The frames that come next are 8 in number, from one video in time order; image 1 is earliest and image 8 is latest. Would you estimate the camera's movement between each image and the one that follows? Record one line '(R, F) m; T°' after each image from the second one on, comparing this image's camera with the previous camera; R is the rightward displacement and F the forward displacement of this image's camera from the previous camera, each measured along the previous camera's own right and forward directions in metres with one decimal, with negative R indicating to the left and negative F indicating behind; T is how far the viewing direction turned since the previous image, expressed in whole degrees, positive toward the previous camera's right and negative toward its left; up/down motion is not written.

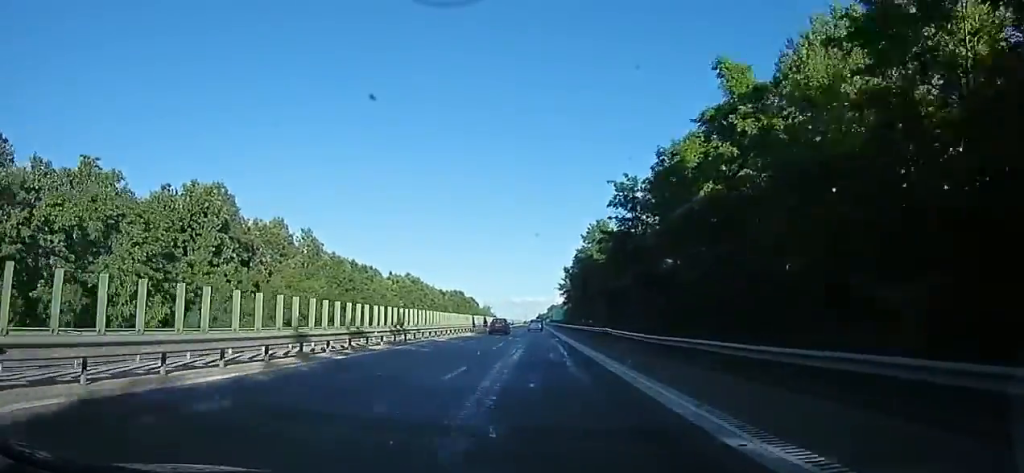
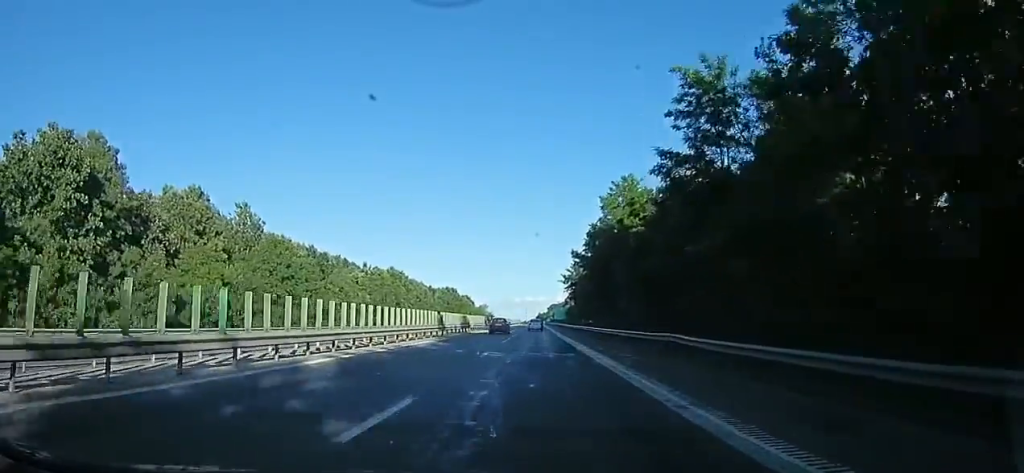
(+0.2, +17.2) m; -1°
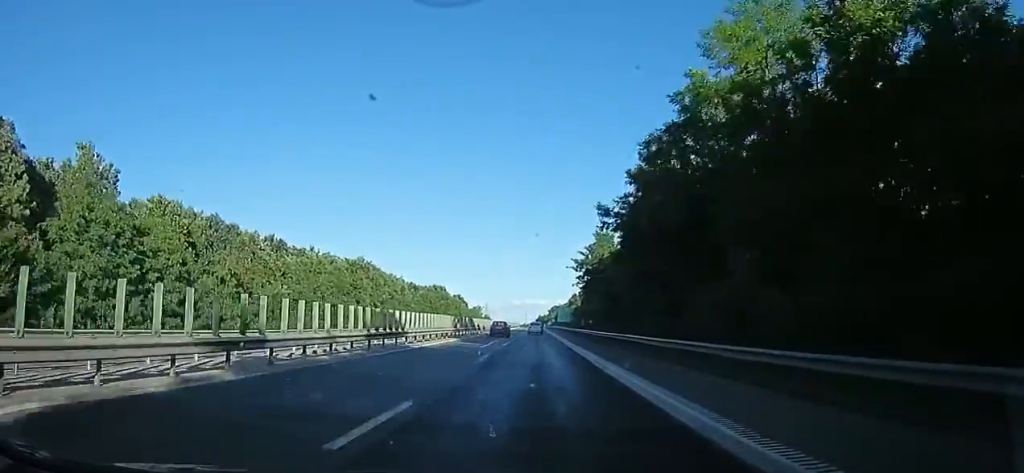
(-0.8, +24.0) m; -2°
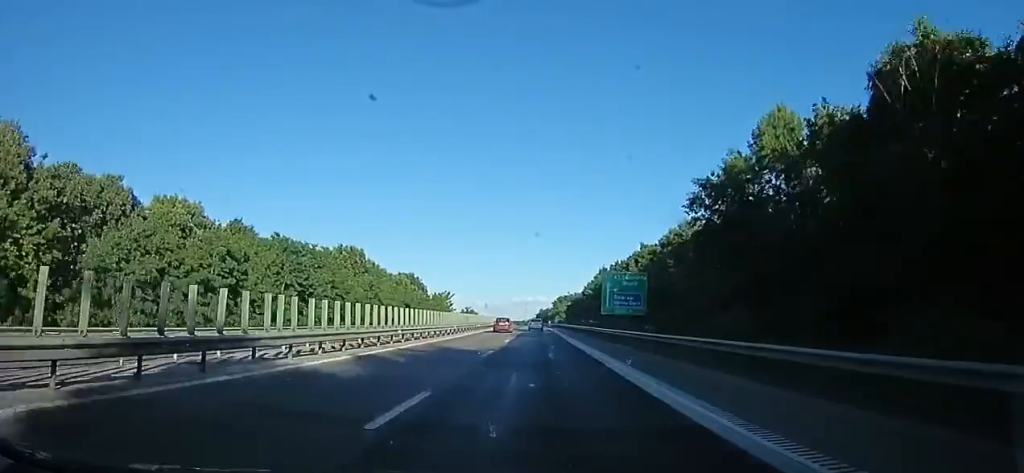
(+1.2, +83.5) m; +2°
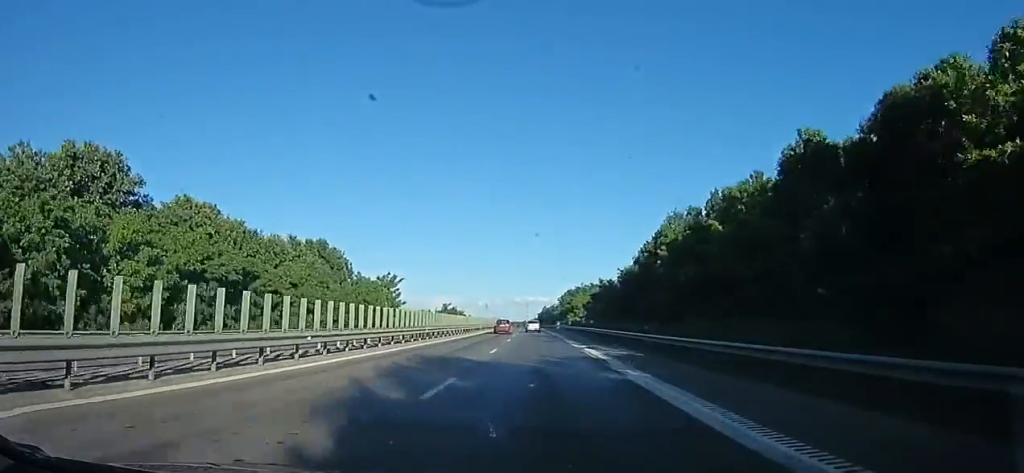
(-0.1, +57.8) m; -2°
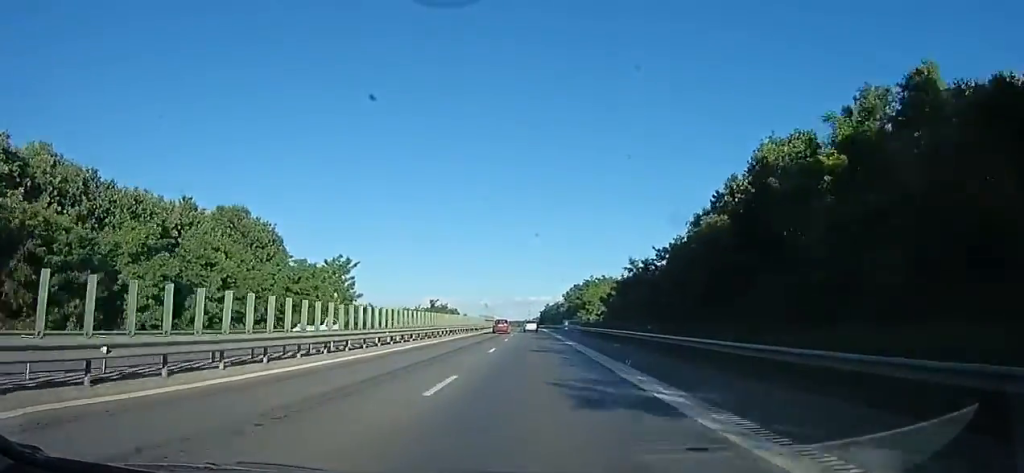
(-0.8, +23.4) m; 0°
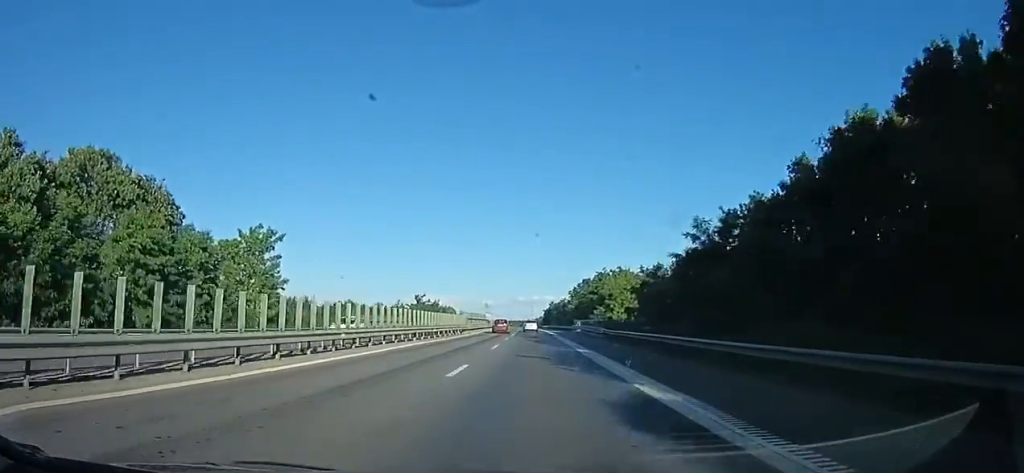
(+0.2, +21.2) m; +1°
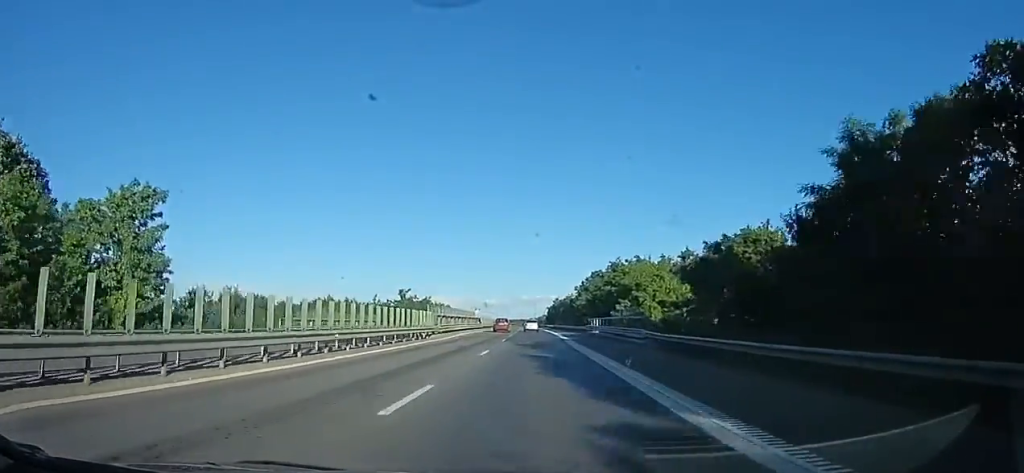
(+0.4, +16.8) m; +1°
